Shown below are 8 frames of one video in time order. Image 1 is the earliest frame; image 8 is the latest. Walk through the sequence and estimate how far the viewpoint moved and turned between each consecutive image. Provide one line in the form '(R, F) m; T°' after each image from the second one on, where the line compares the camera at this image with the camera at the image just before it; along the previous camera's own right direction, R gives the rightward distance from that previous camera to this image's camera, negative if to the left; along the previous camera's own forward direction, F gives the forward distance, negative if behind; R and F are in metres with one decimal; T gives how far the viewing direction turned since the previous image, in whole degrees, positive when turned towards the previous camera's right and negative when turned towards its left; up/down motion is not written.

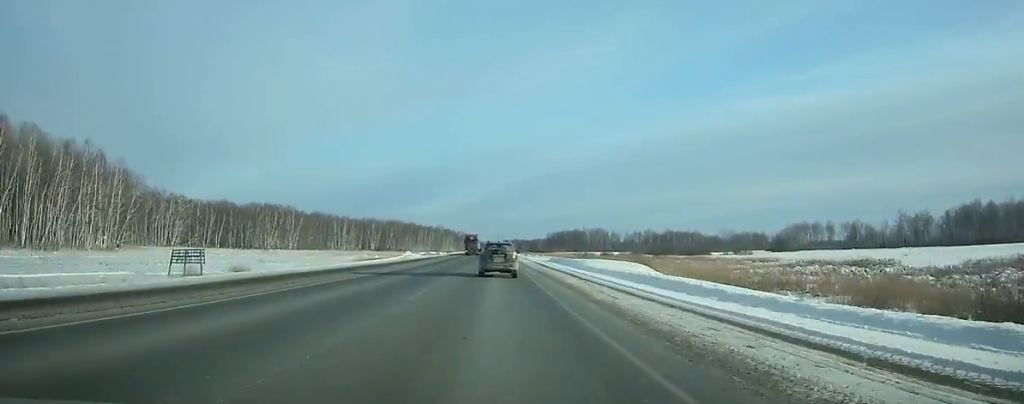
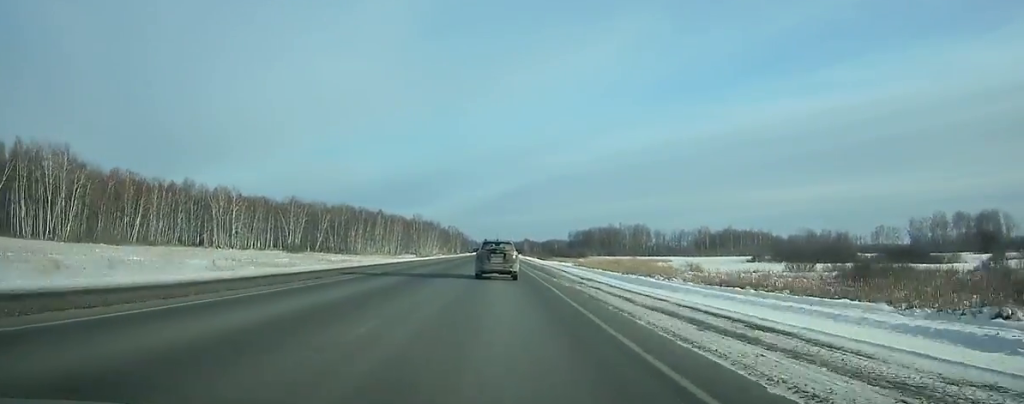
(-0.8, +161.4) m; 0°
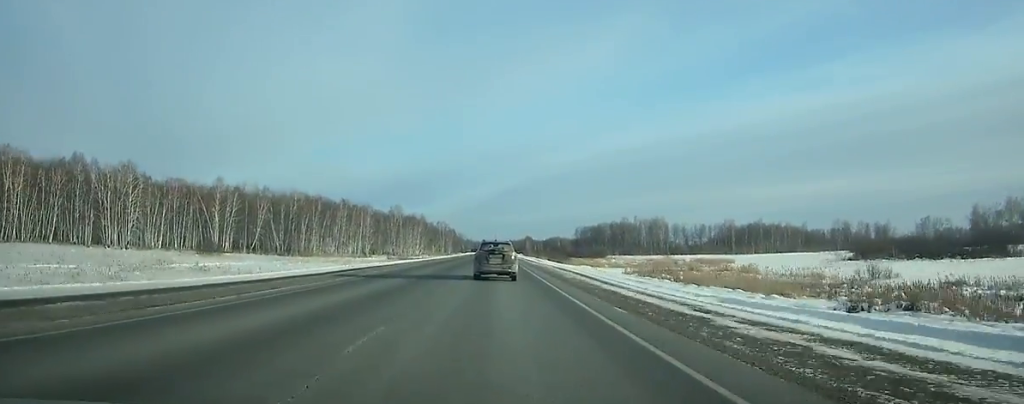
(+0.1, +60.7) m; 0°
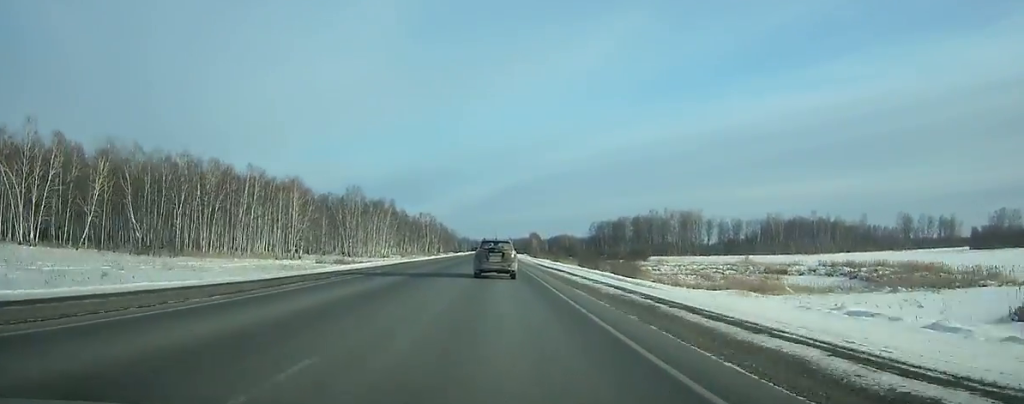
(+0.1, +75.6) m; 0°
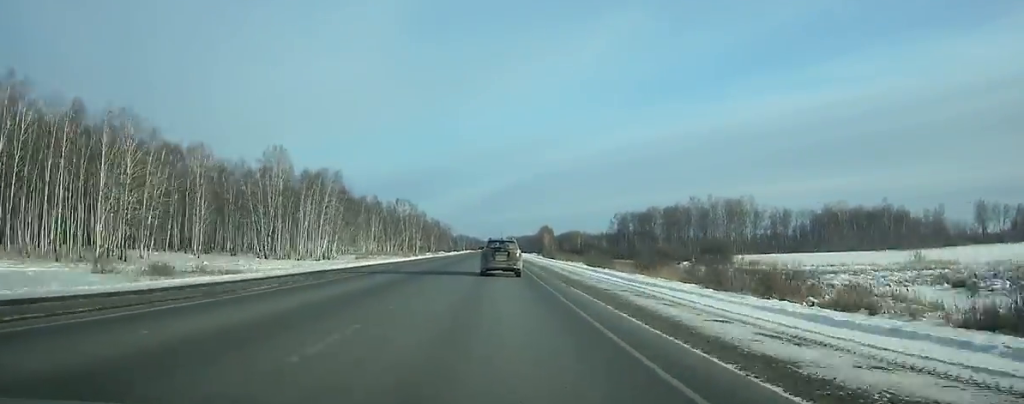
(0.0, +67.8) m; 0°
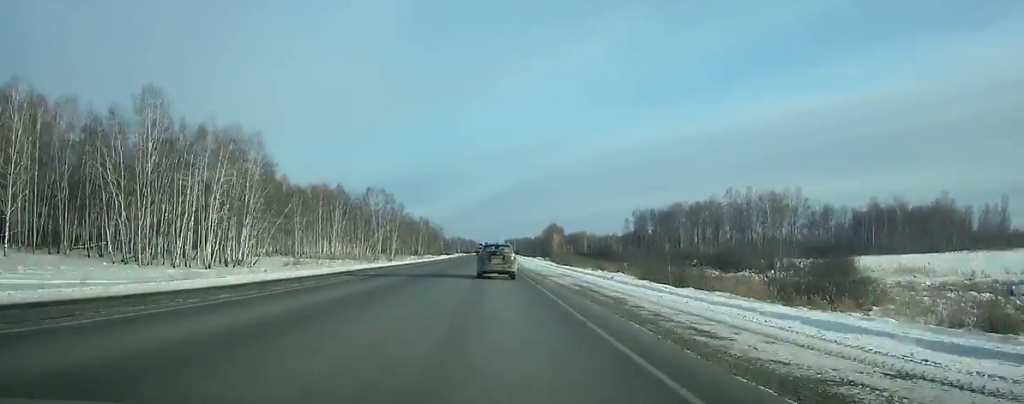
(+0.1, +45.0) m; 0°
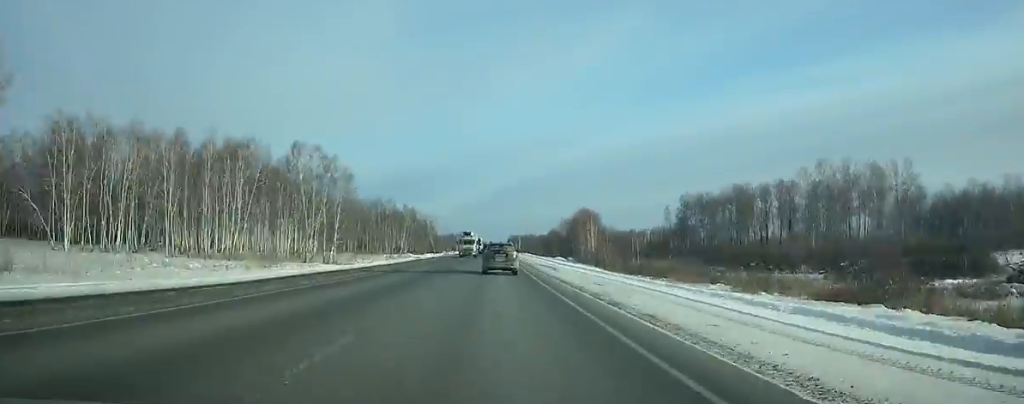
(0.0, +65.0) m; 0°
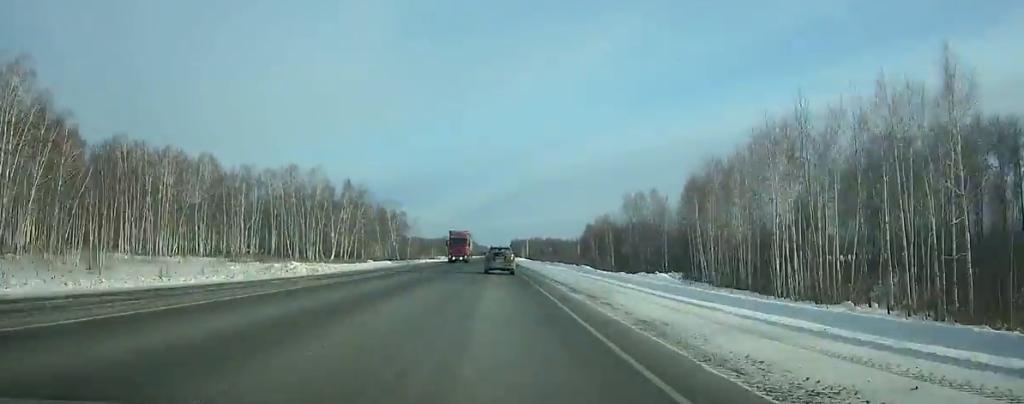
(+0.1, +102.7) m; 0°
